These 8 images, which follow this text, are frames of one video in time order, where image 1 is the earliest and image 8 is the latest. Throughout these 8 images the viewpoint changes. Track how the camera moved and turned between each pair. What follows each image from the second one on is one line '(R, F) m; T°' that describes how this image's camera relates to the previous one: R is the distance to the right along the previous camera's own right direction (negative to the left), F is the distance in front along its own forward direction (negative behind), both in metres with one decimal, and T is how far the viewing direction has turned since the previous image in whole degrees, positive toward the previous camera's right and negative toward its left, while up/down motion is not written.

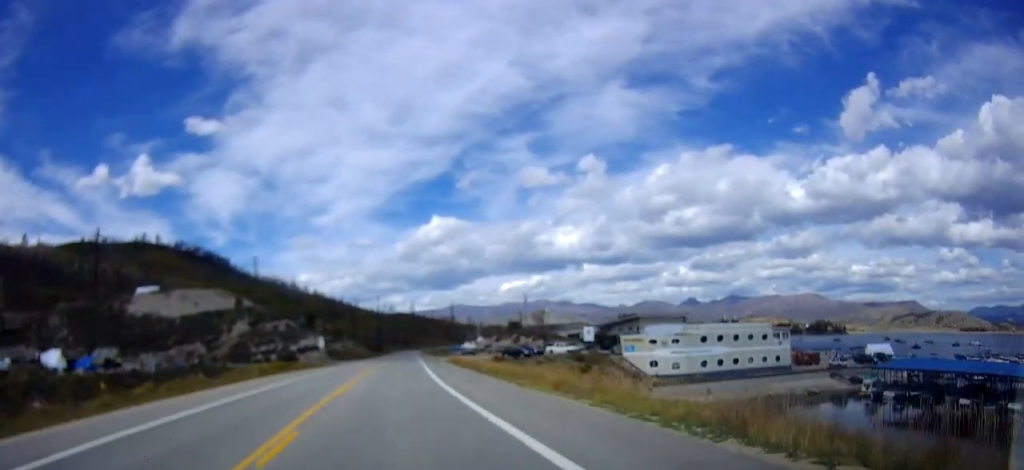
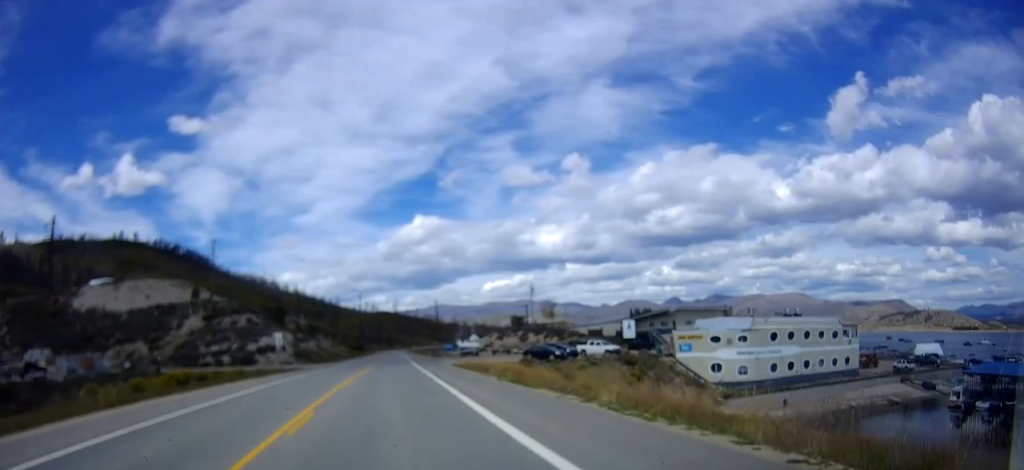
(0.0, +21.5) m; 0°
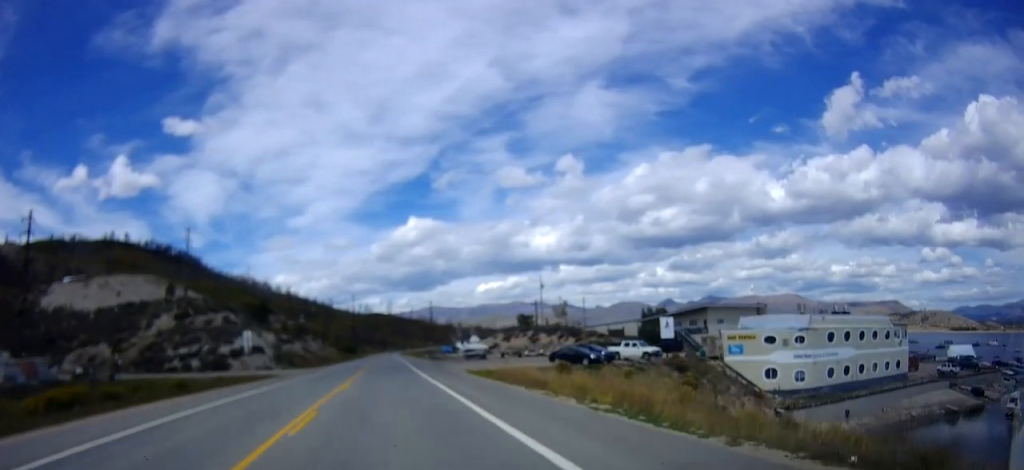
(-0.2, +11.9) m; 0°
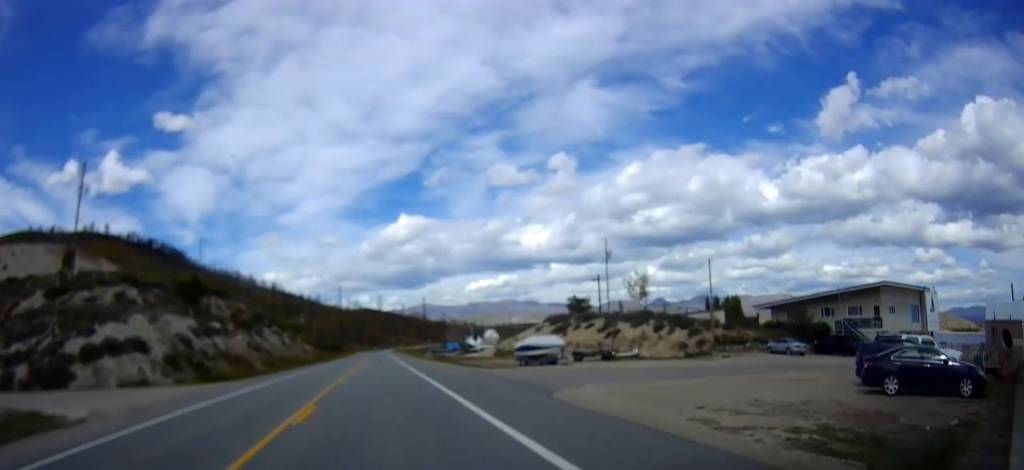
(+0.9, +36.1) m; +3°
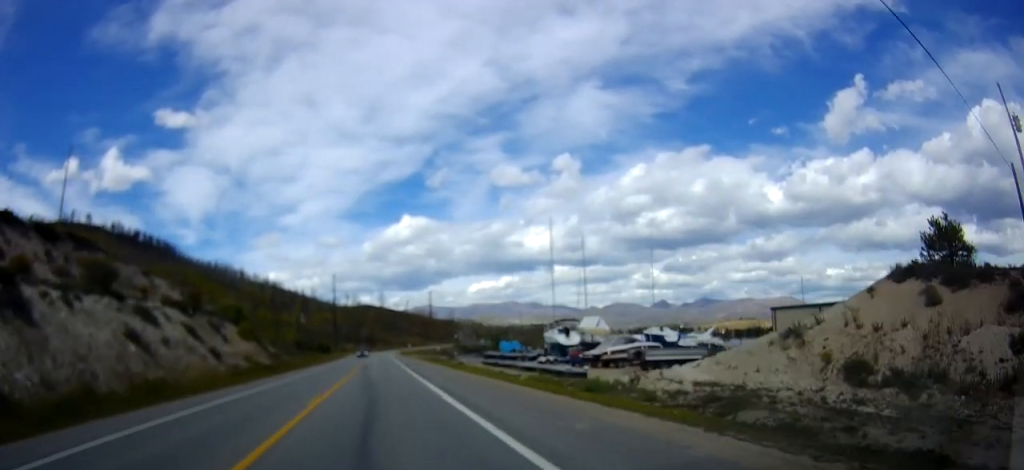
(+1.1, +58.5) m; +1°
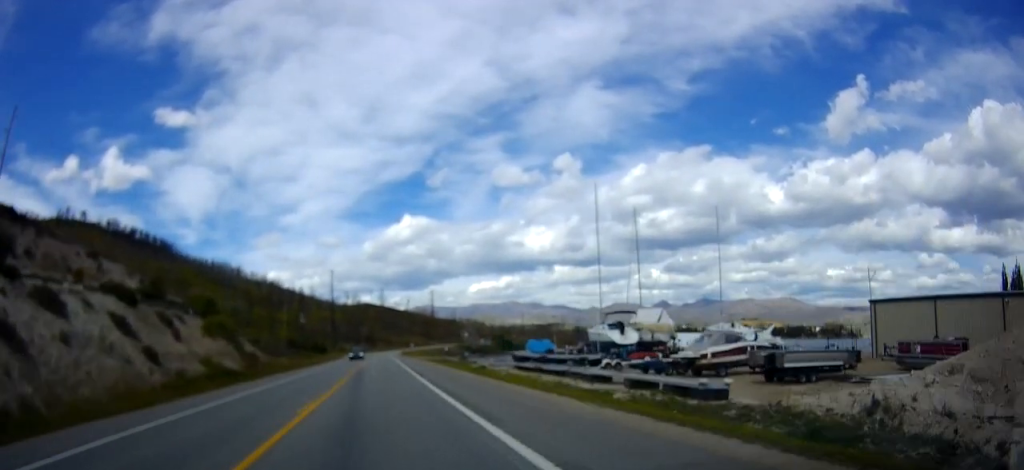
(+0.3, +14.0) m; 0°
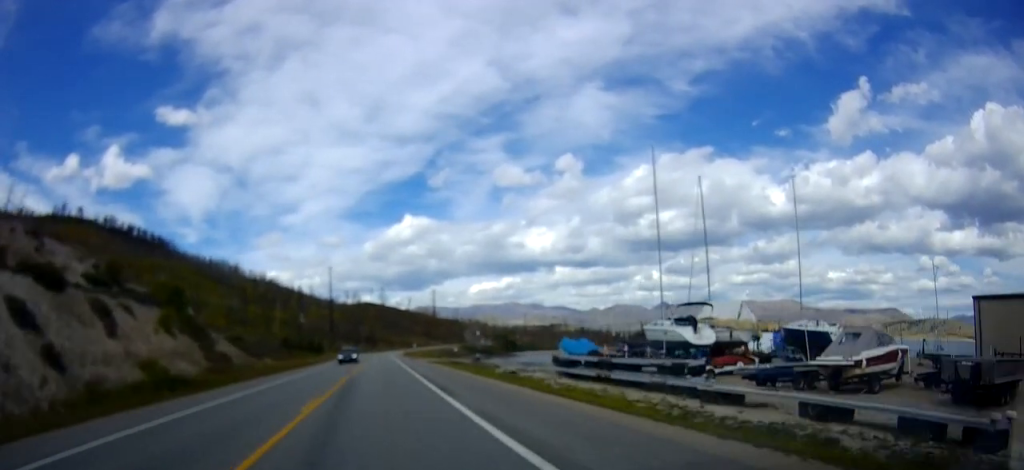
(-0.3, +11.4) m; 0°
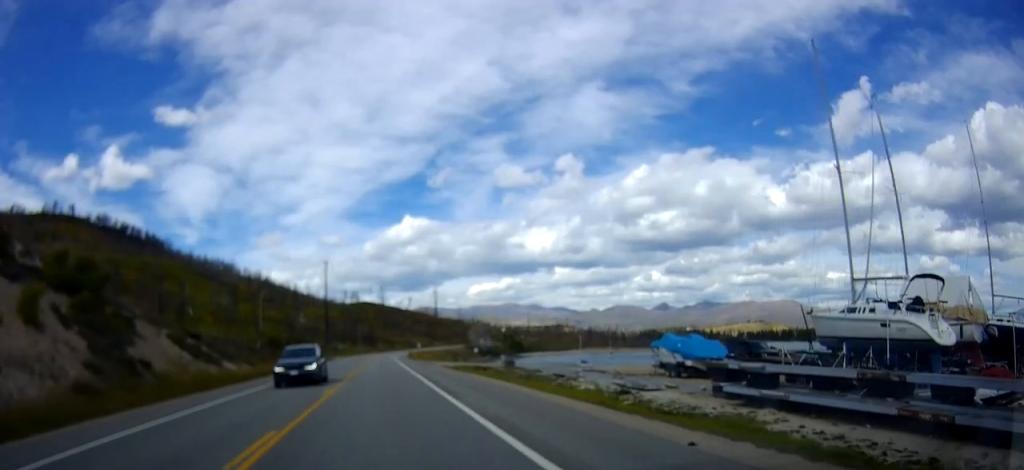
(-0.2, +19.4) m; 0°
